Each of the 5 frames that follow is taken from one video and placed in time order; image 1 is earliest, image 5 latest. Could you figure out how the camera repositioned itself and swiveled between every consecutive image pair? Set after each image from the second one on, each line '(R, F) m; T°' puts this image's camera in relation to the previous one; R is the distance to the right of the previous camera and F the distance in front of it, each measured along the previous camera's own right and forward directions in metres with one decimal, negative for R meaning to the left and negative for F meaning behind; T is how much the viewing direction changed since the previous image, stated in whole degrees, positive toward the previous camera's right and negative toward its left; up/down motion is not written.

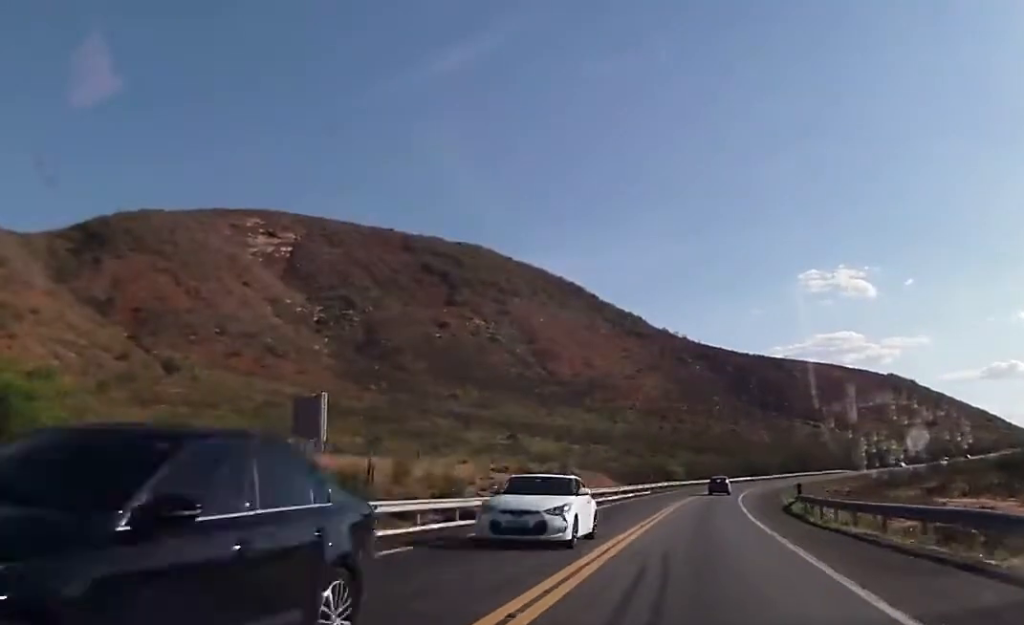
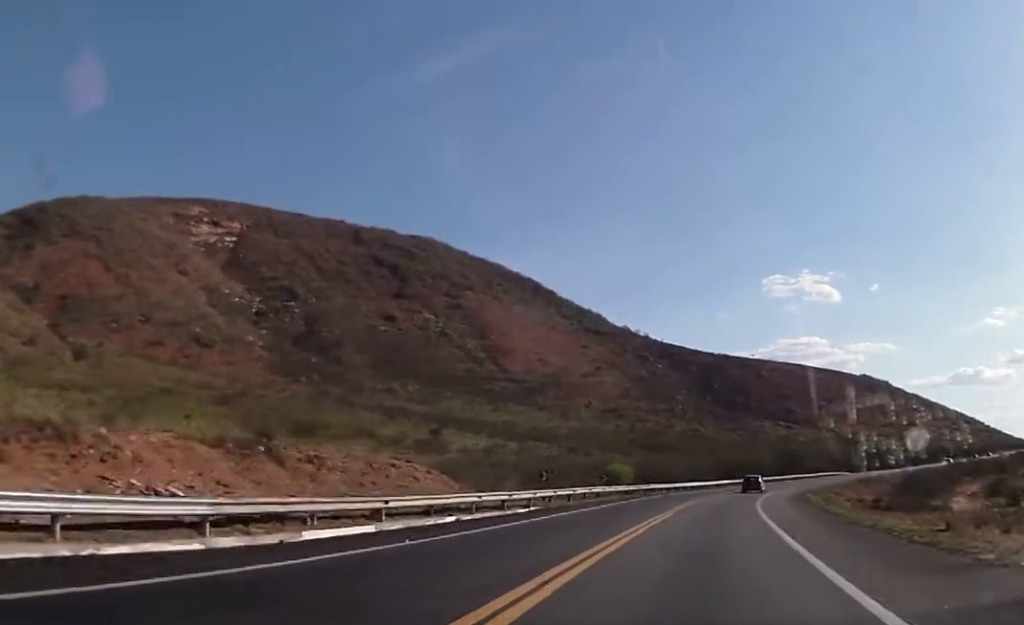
(+0.9, +46.7) m; +3°
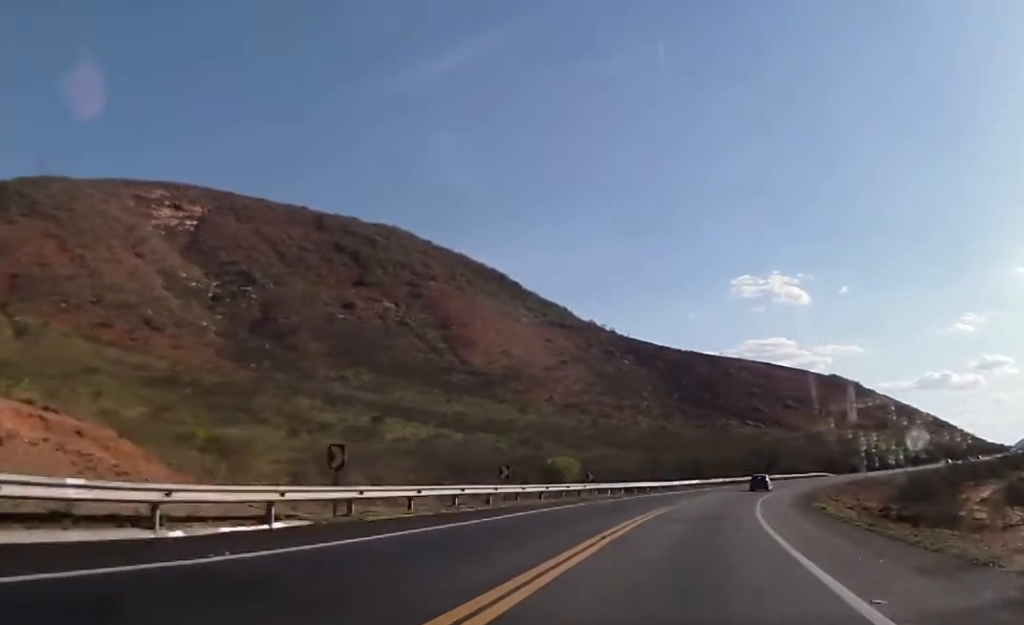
(0.0, +21.5) m; +2°
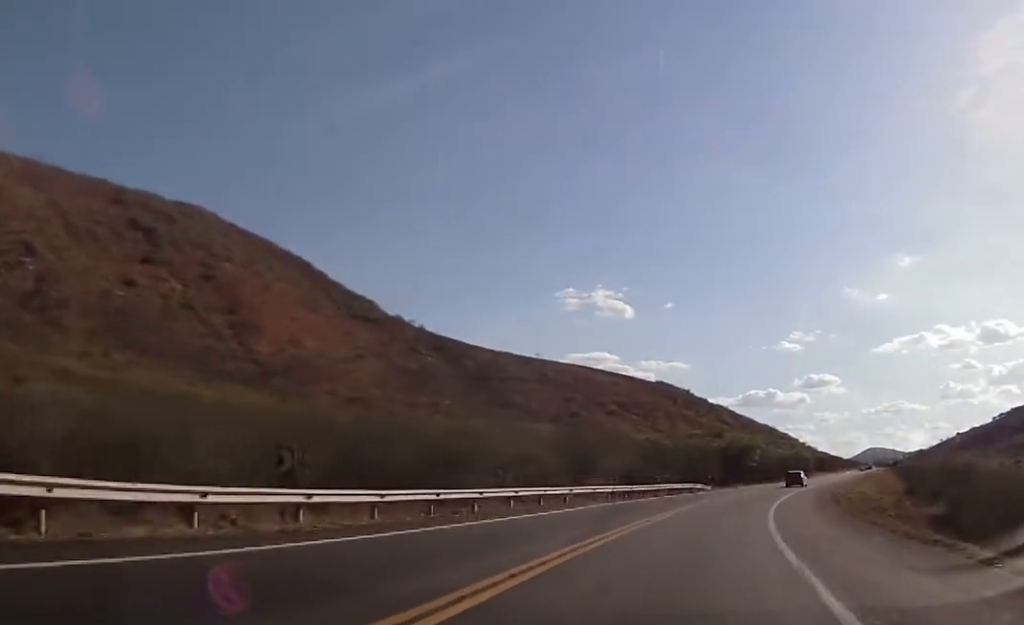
(+8.2, +81.0) m; +12°
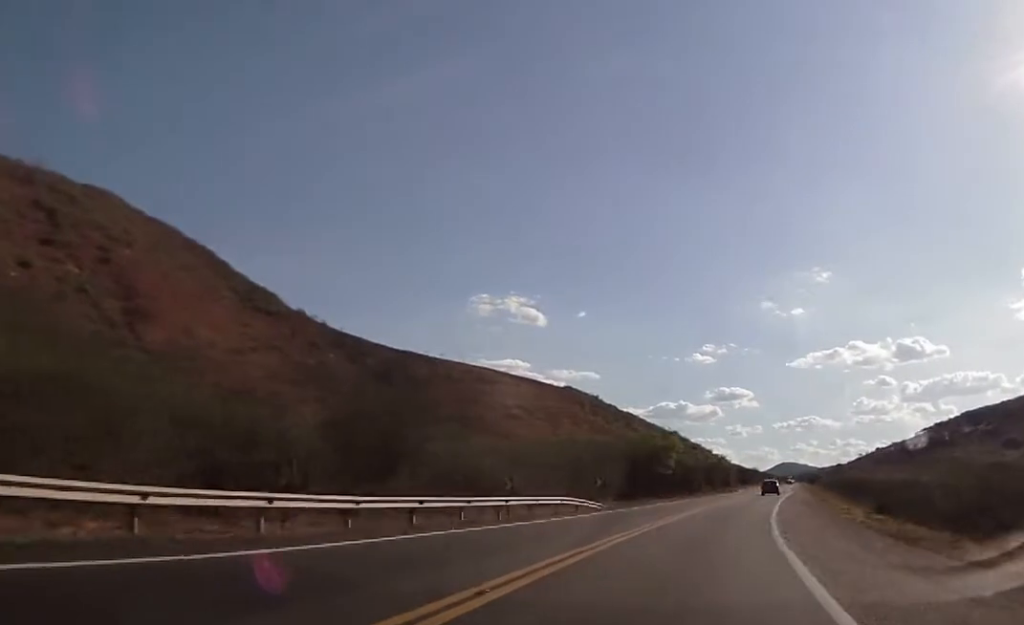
(+2.1, +32.9) m; +6°
